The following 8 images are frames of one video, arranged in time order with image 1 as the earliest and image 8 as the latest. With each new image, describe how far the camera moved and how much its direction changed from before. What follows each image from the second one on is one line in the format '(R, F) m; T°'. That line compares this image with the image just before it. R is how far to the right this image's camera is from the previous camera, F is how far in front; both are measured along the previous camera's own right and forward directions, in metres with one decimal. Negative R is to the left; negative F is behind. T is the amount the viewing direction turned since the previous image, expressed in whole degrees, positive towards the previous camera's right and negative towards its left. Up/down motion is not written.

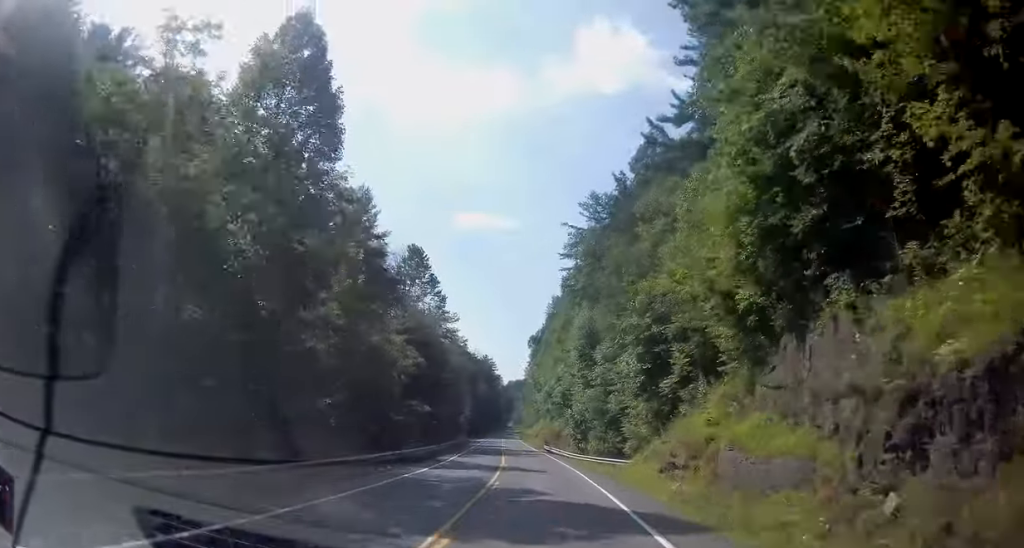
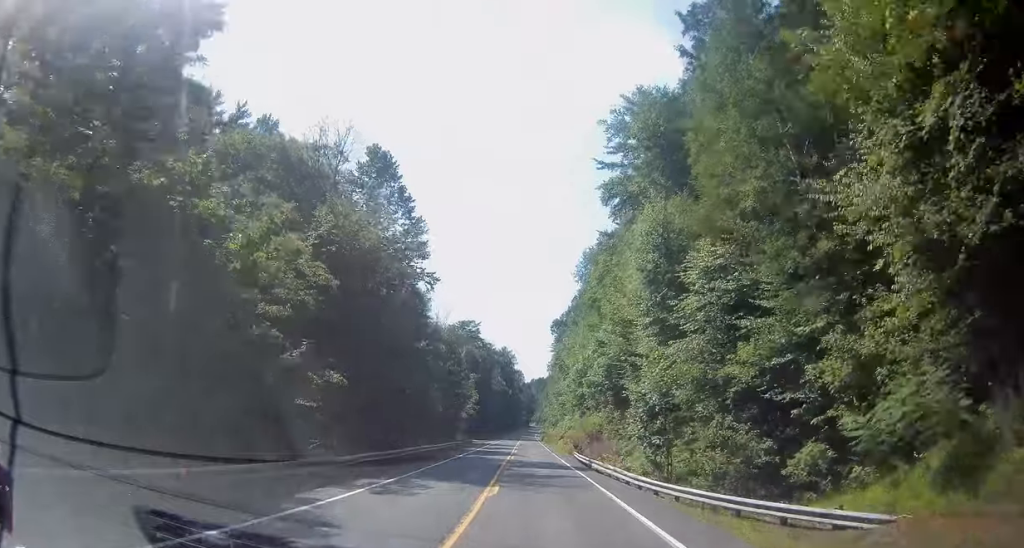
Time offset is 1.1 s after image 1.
(-1.0, +24.8) m; -3°
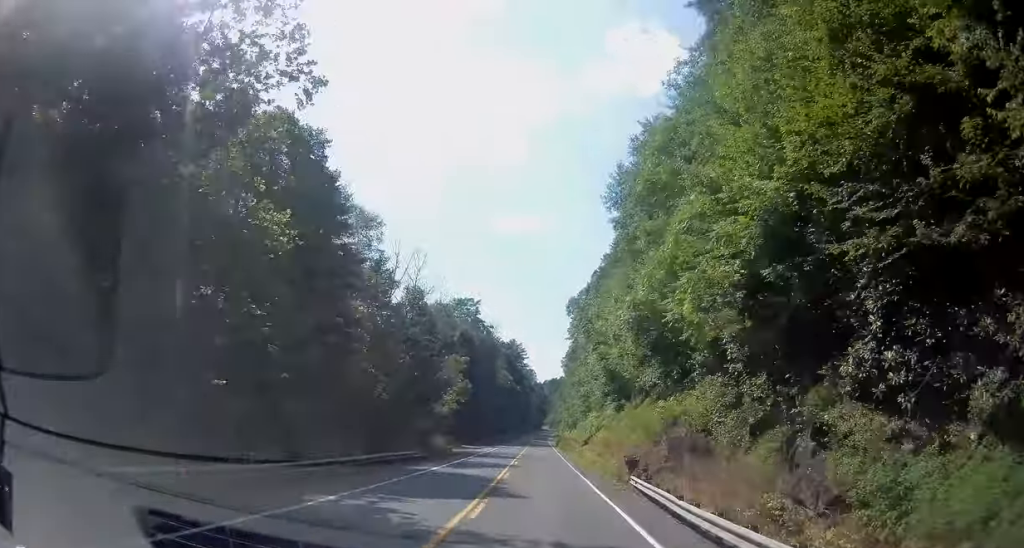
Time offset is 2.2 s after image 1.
(-0.5, +26.6) m; -2°
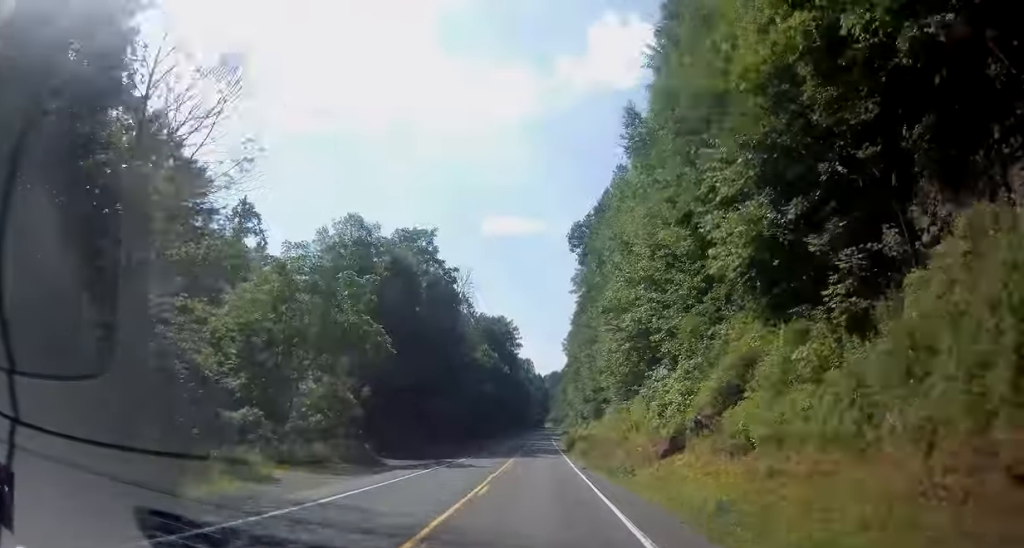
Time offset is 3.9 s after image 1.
(-1.1, +42.3) m; -2°
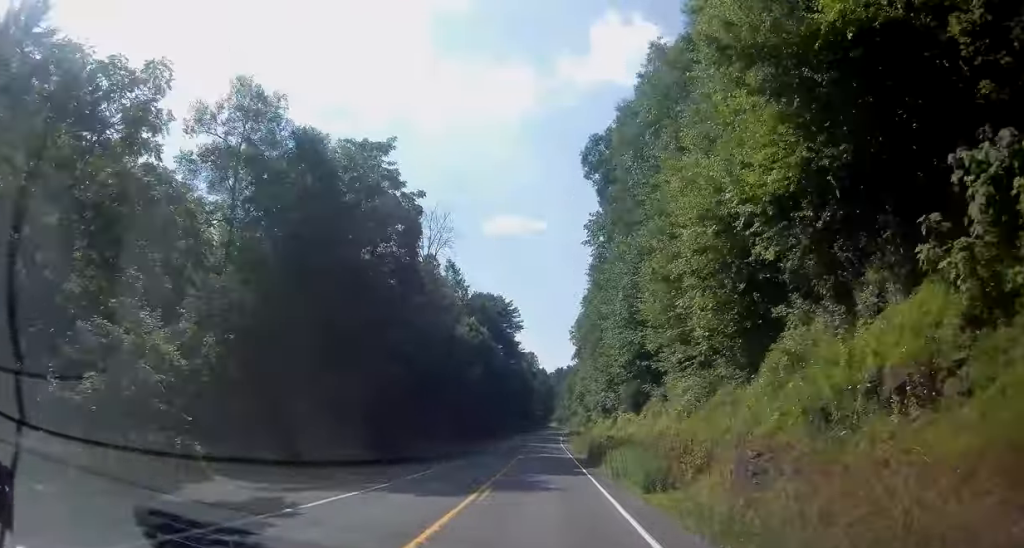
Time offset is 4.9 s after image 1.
(-0.1, +25.6) m; 0°
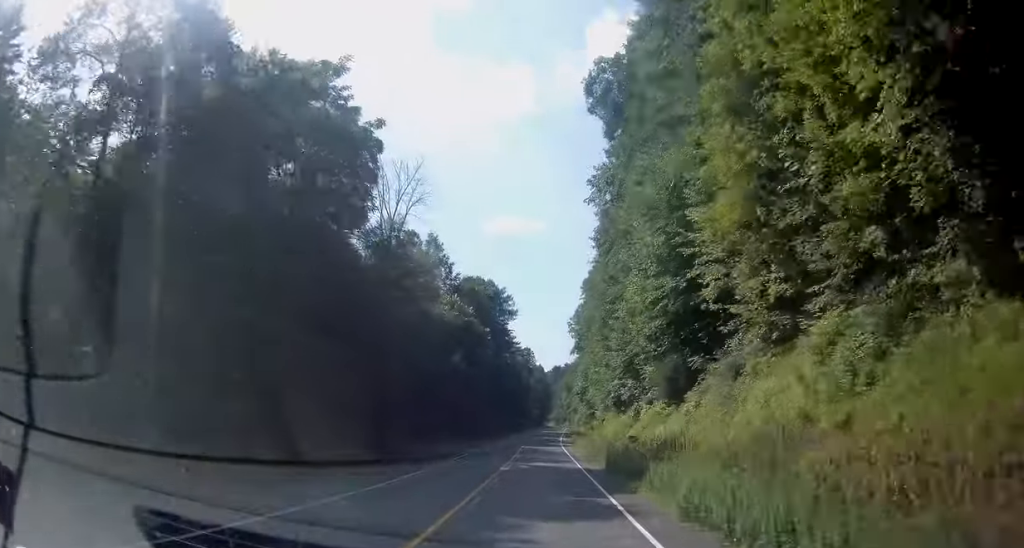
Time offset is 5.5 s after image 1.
(-0.1, +13.8) m; 0°
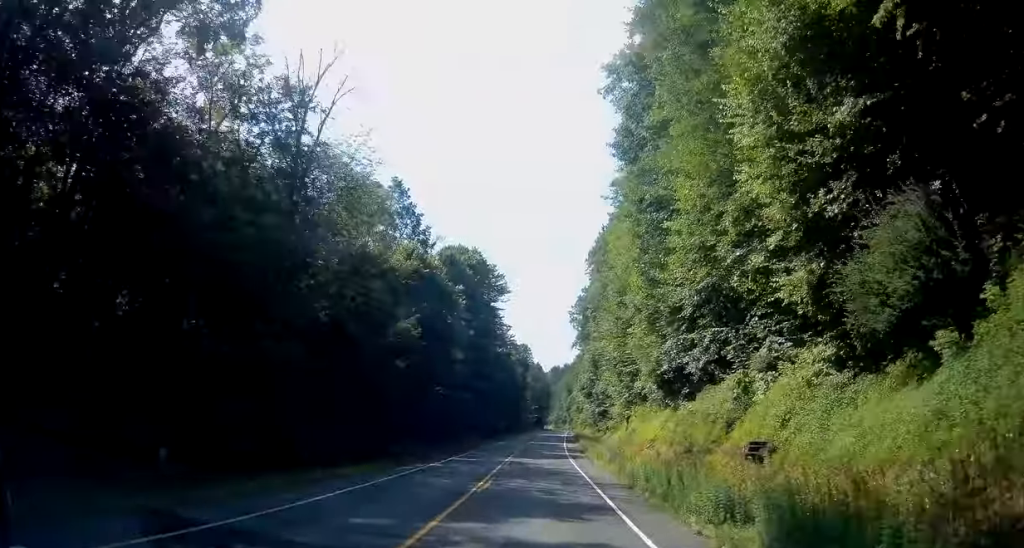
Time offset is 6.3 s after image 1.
(0.0, +21.8) m; 0°
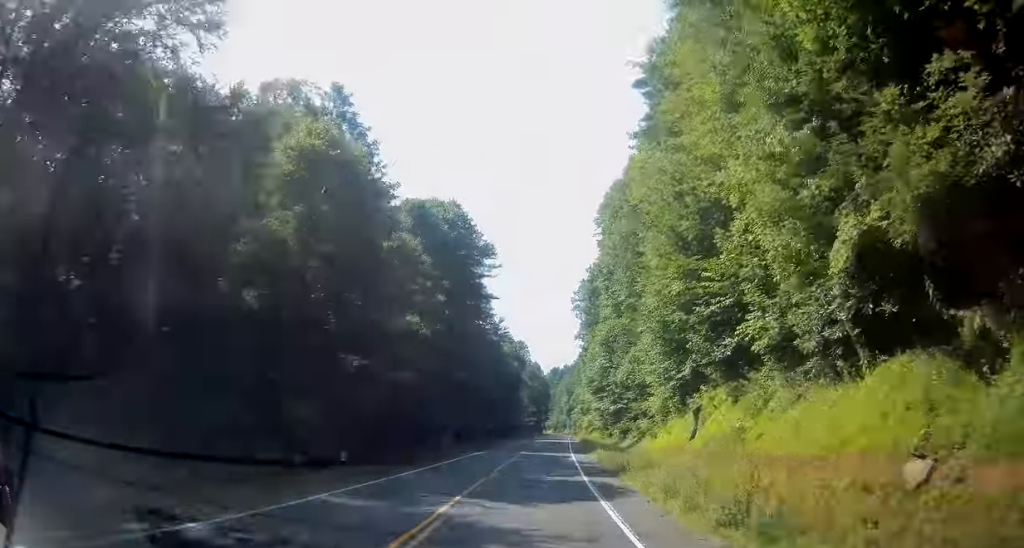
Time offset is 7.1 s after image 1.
(+0.1, +21.8) m; 0°
